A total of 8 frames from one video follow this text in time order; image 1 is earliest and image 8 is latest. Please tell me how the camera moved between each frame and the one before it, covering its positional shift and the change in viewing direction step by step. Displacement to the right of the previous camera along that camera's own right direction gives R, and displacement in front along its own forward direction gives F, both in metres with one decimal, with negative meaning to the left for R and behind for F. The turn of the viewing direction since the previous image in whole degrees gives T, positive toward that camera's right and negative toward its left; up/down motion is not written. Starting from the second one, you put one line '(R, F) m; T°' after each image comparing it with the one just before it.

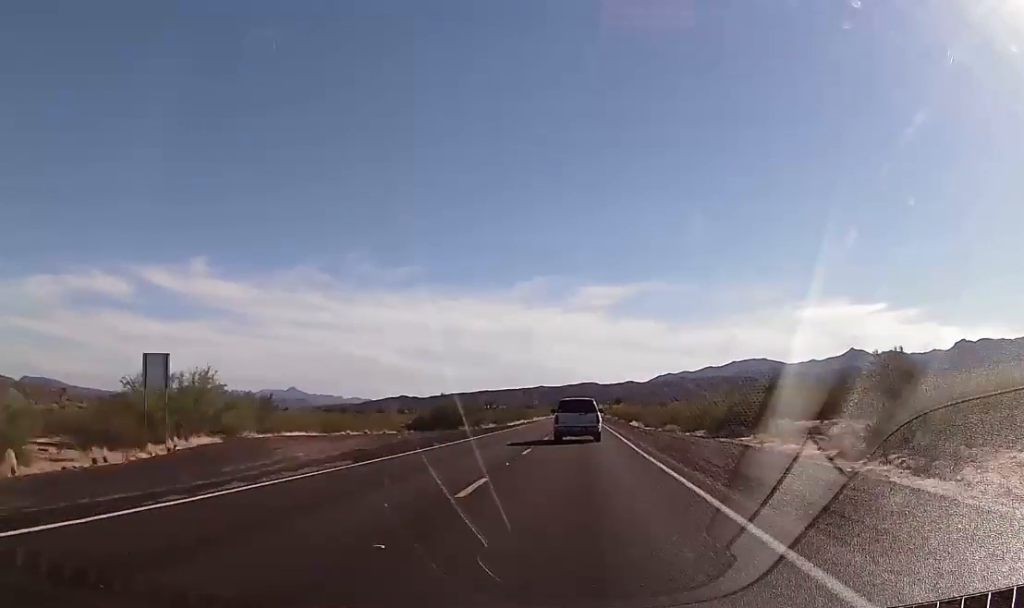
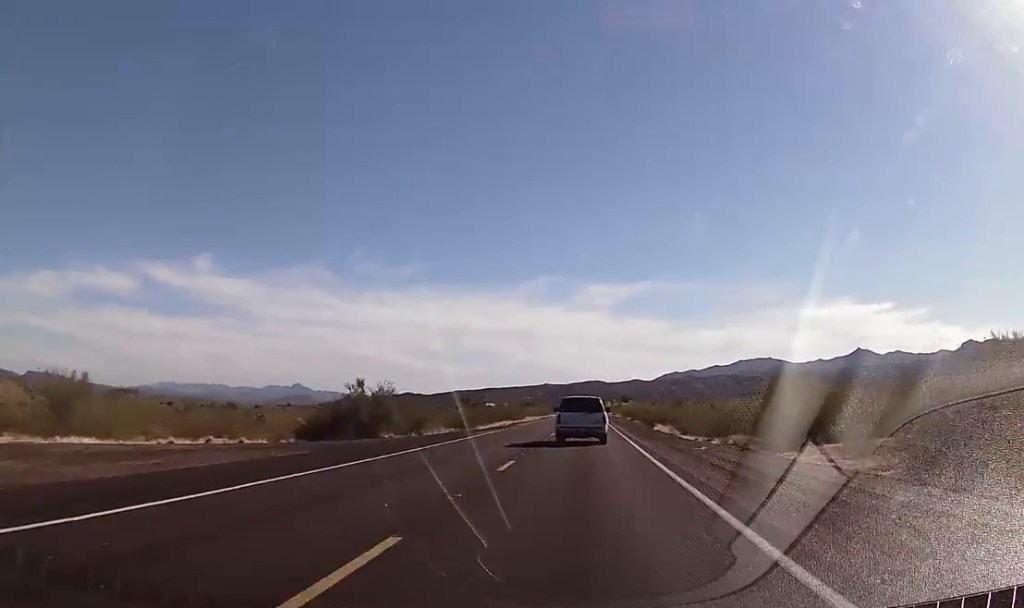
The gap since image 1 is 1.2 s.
(-0.5, +31.2) m; -1°
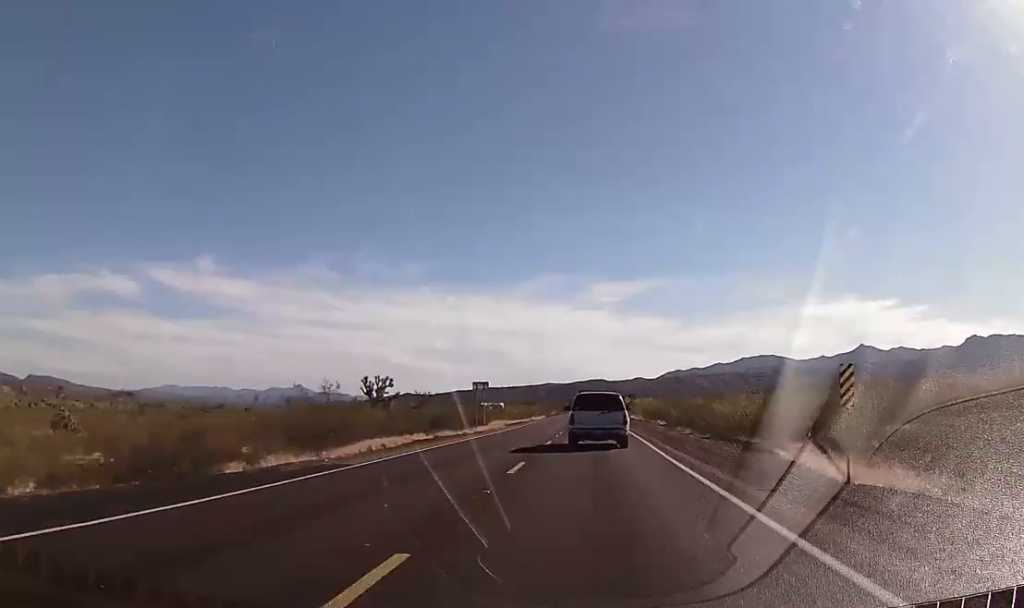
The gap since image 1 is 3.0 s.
(0.0, +48.9) m; +1°
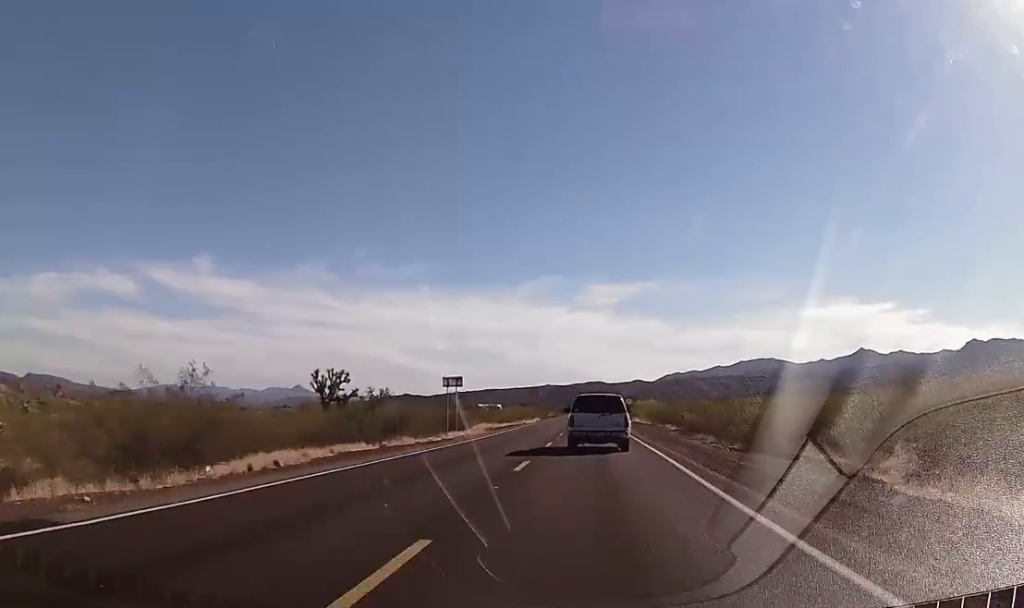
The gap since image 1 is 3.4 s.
(+0.2, +11.4) m; 0°
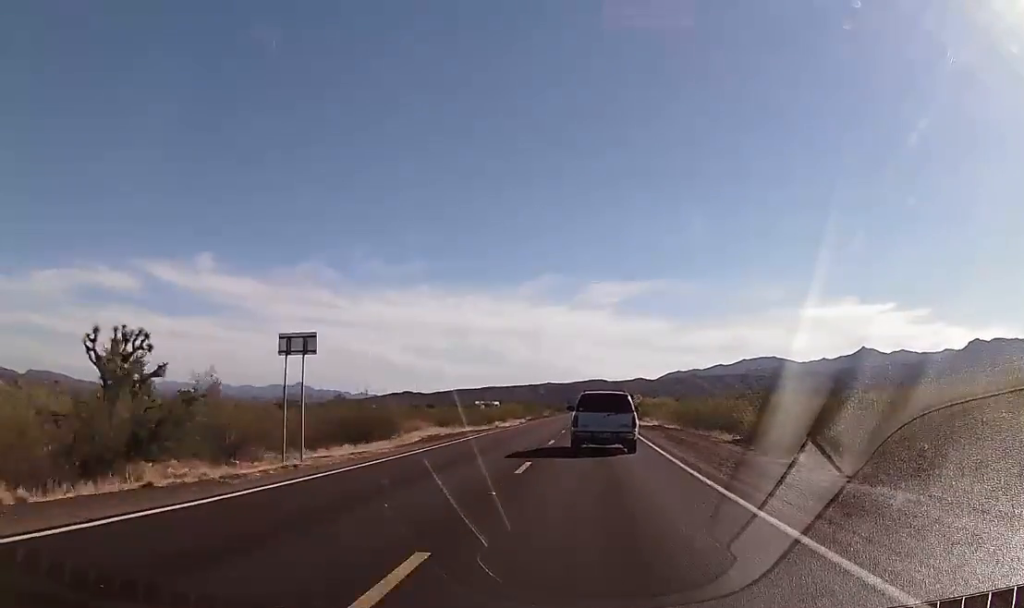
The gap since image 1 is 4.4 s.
(0.0, +25.4) m; 0°
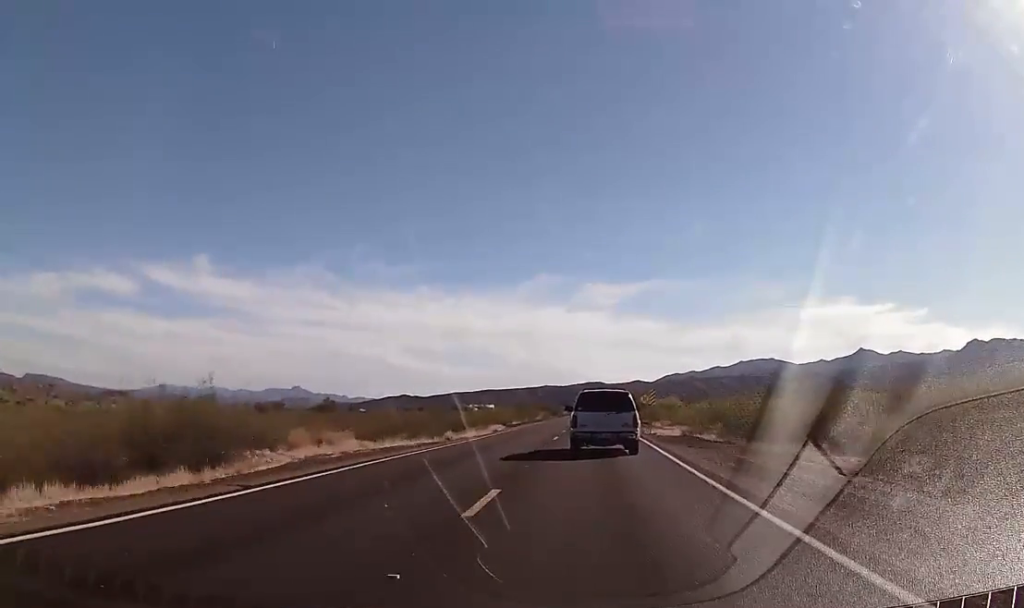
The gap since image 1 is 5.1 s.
(-0.2, +19.1) m; -1°
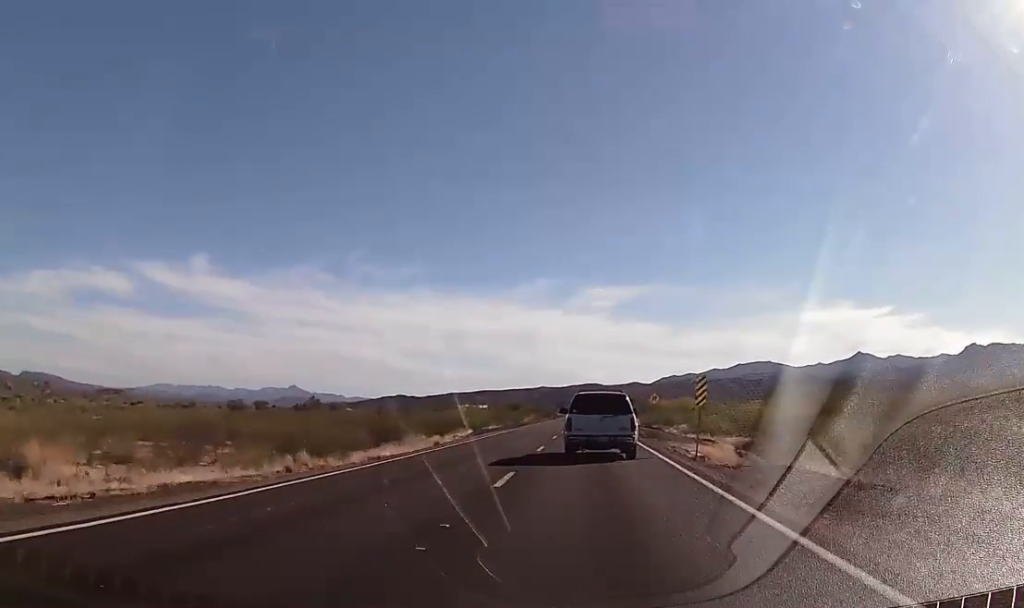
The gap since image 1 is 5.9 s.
(0.0, +20.5) m; 0°
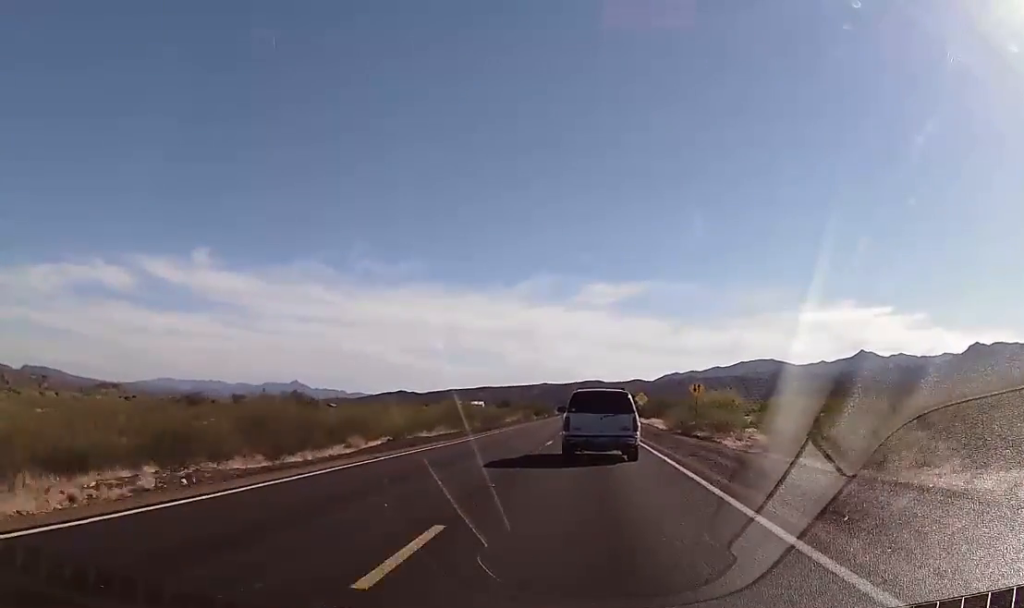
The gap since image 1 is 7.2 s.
(+0.2, +32.7) m; +1°
